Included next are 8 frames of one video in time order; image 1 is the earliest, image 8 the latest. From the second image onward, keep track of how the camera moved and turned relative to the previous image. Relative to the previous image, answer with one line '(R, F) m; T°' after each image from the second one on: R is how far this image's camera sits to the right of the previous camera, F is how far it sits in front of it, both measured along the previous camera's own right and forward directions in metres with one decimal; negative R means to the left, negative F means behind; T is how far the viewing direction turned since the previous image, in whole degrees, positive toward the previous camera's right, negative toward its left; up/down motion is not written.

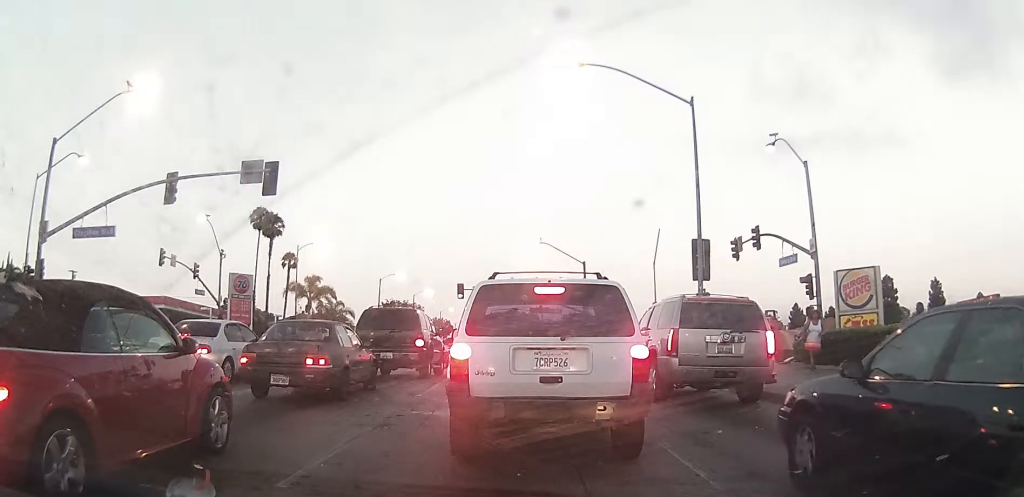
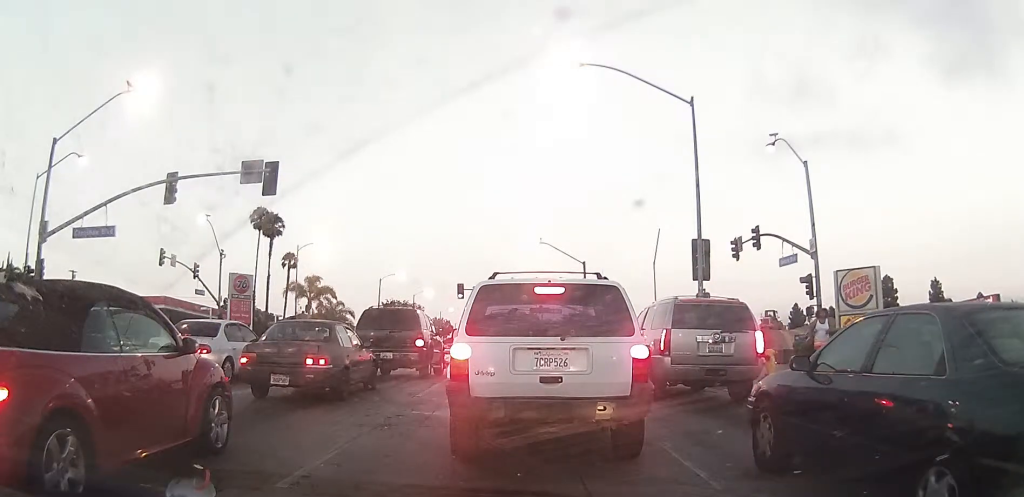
(0.0, 0.0) m; 0°
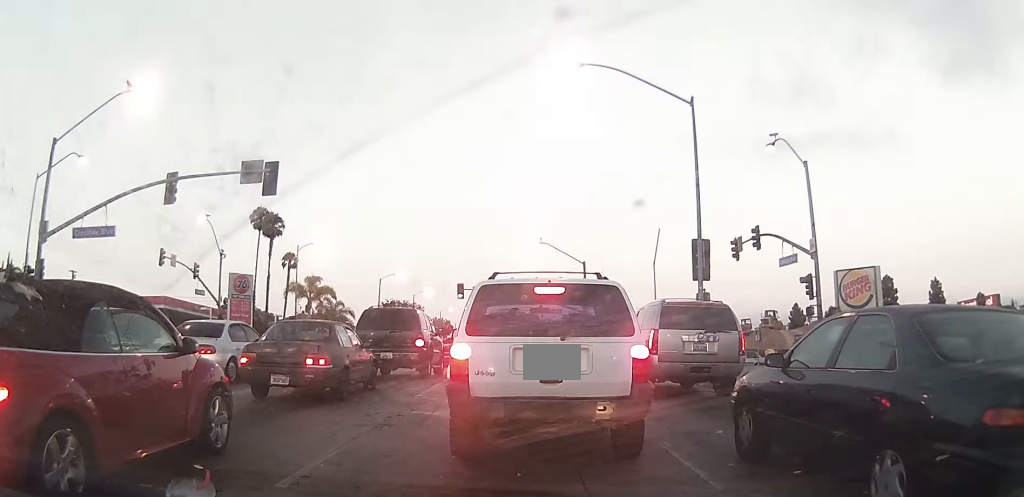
(0.0, 0.0) m; 0°
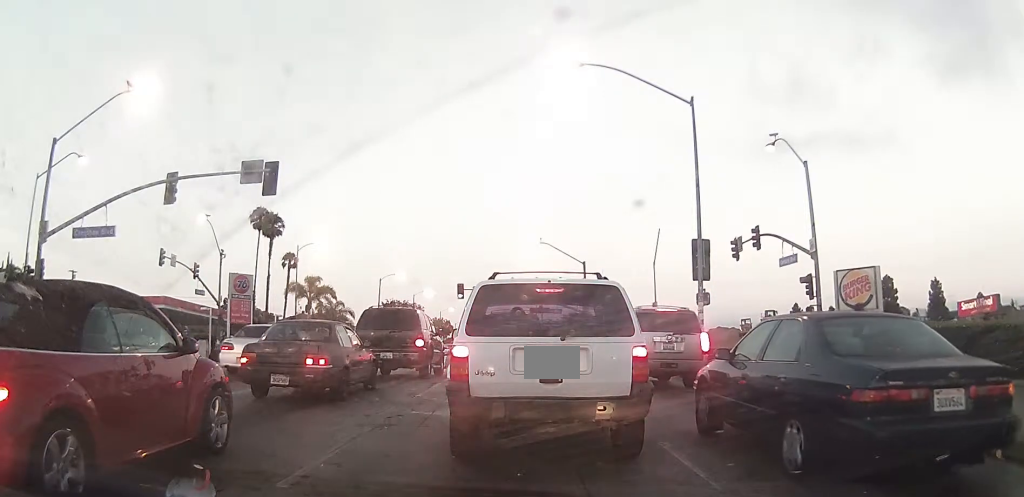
(0.0, 0.0) m; 0°
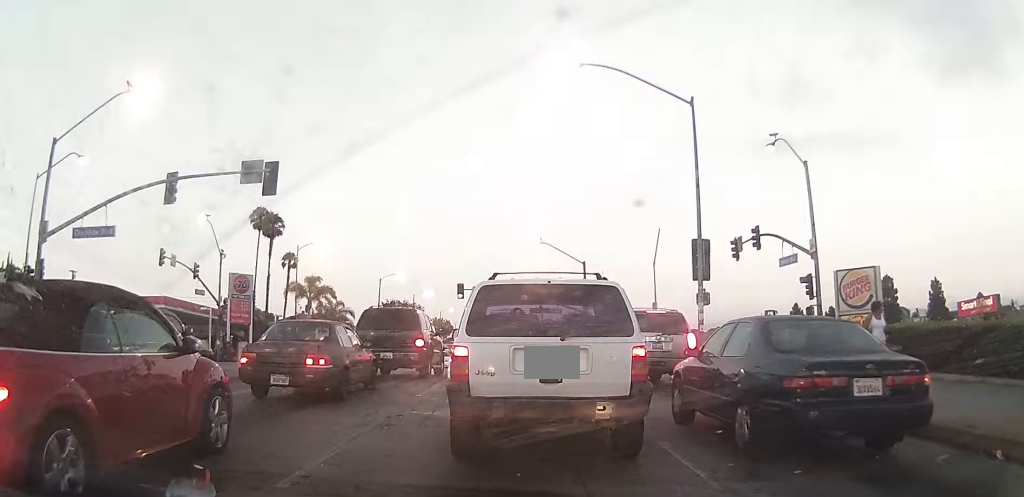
(0.0, 0.0) m; 0°
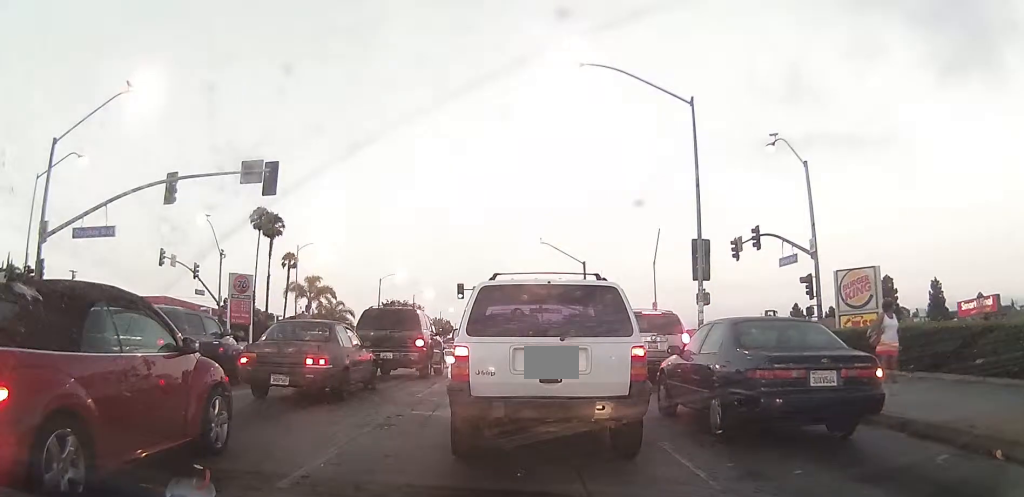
(0.0, 0.0) m; 0°
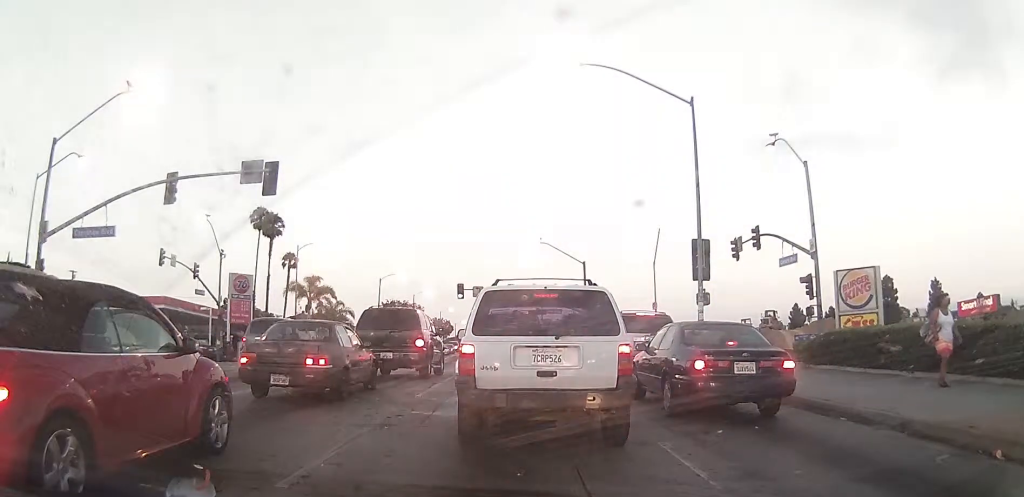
(0.0, 0.0) m; 0°
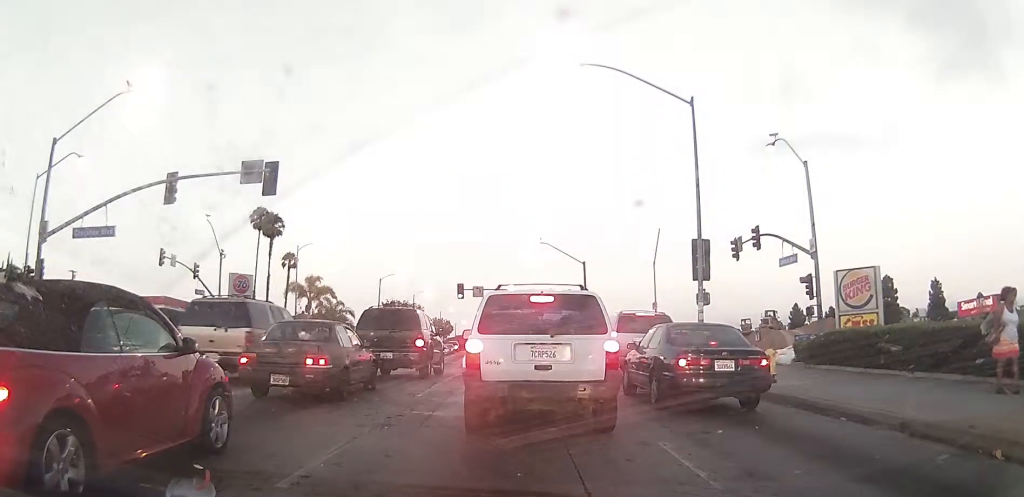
(0.0, 0.0) m; 0°
